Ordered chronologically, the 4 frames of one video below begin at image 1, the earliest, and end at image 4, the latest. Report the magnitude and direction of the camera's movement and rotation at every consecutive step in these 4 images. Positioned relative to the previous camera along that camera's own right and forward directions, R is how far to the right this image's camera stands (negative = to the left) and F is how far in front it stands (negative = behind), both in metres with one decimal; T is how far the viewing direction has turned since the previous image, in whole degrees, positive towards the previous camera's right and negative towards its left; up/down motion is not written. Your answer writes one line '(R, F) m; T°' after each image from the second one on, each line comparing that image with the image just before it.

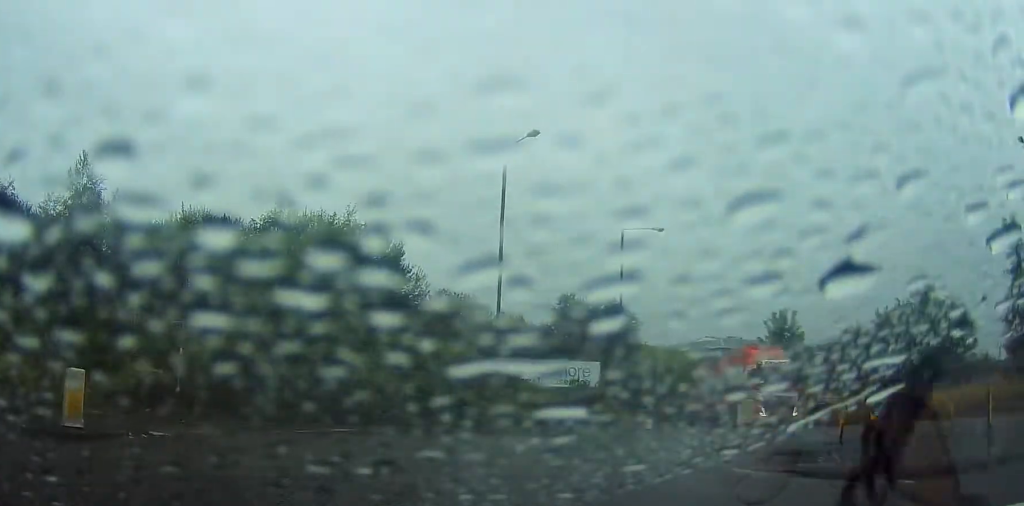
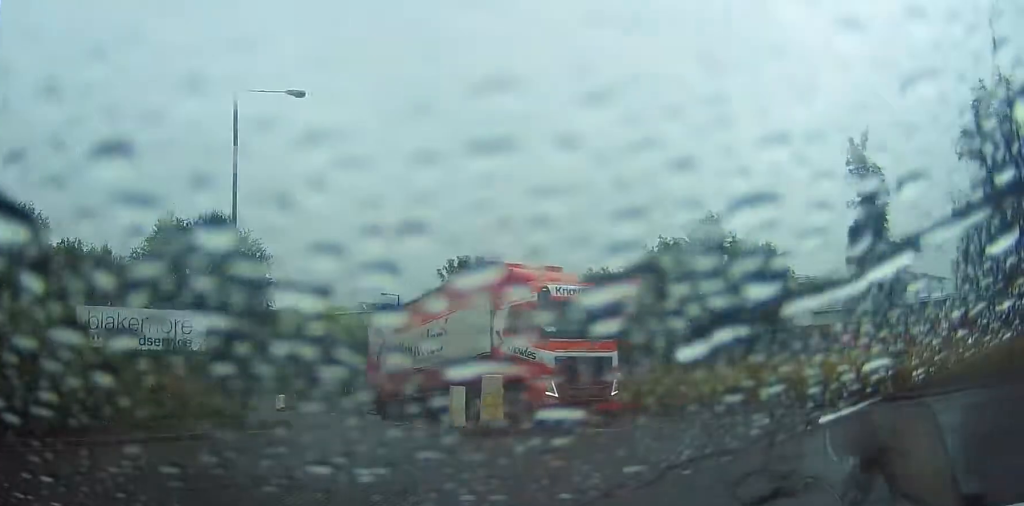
(+5.0, +10.6) m; +60°
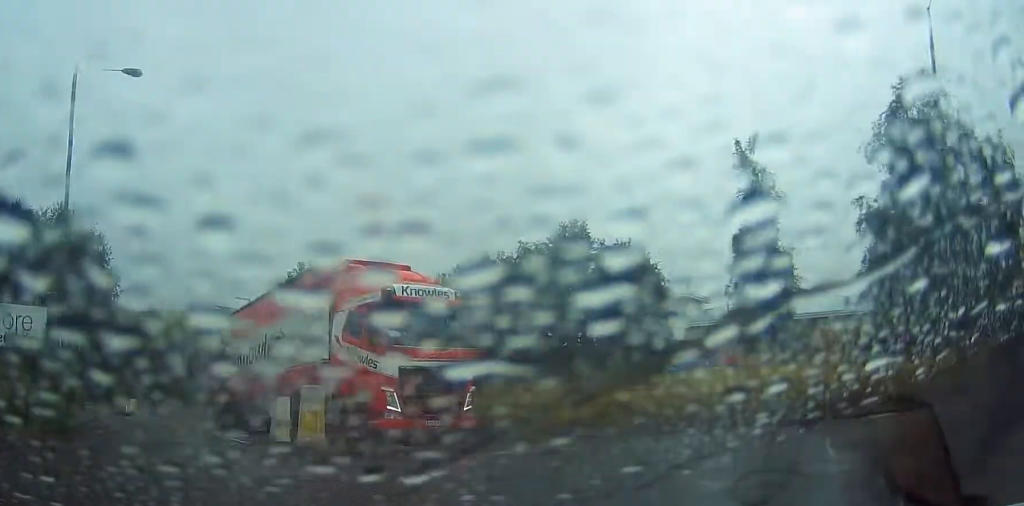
(+0.1, +2.1) m; +6°
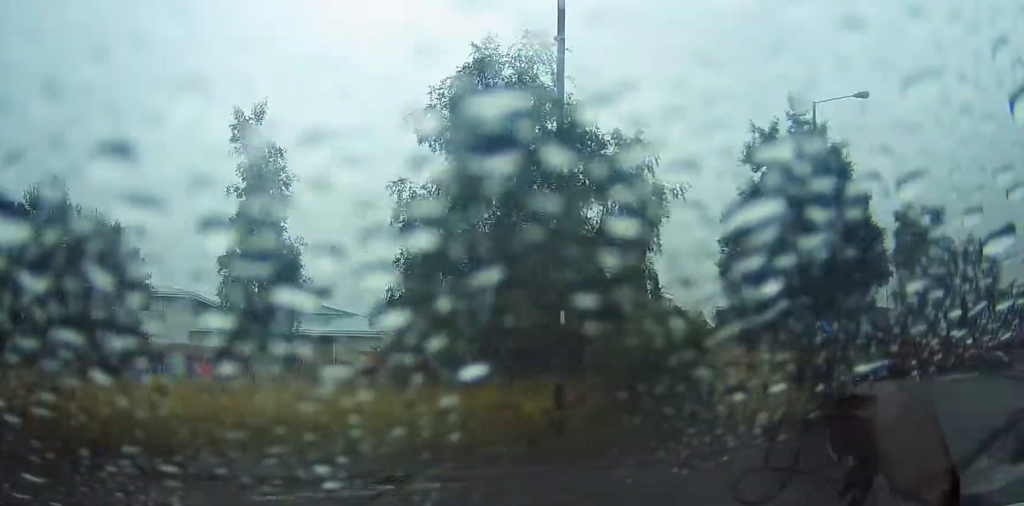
(+0.8, +6.1) m; +24°
